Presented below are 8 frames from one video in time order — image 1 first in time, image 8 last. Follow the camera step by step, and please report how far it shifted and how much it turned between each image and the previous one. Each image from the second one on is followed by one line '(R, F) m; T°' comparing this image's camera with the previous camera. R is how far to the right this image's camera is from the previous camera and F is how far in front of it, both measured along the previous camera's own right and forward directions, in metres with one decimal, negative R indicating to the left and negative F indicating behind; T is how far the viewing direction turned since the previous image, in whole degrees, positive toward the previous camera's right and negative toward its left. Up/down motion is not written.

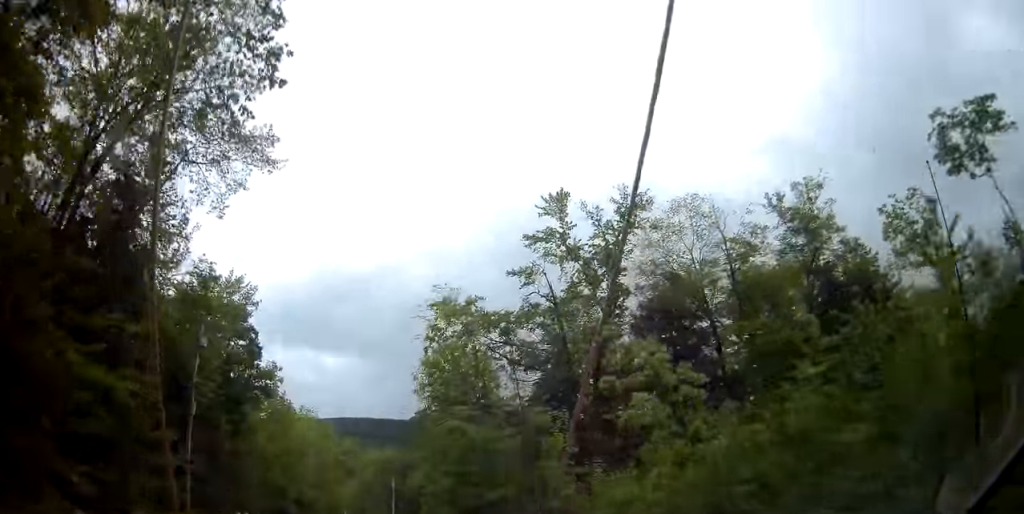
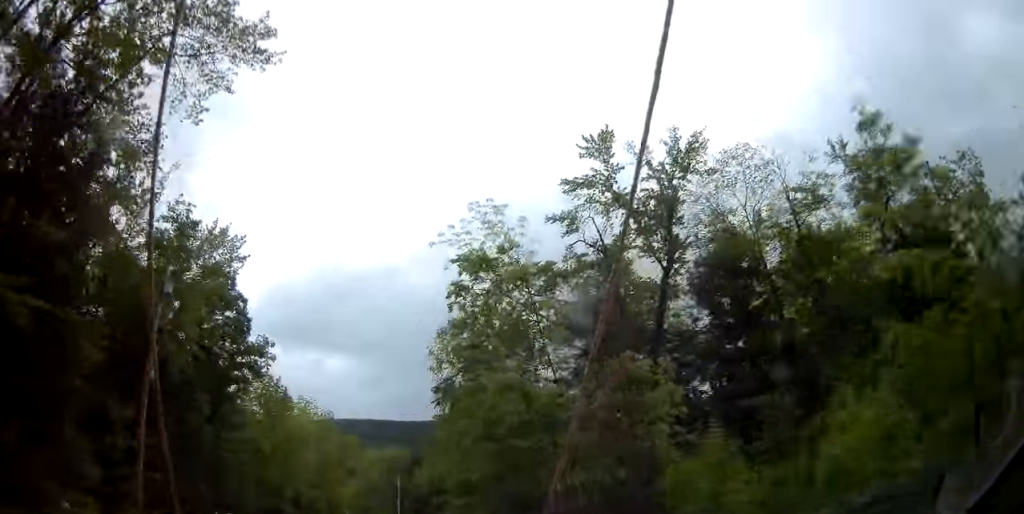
(+0.2, +6.5) m; +1°
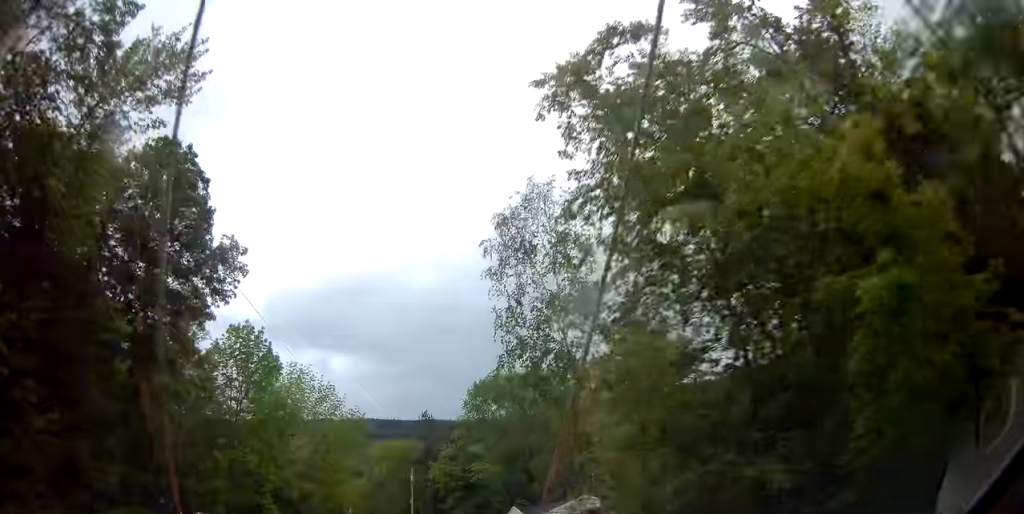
(+0.3, +14.0) m; 0°
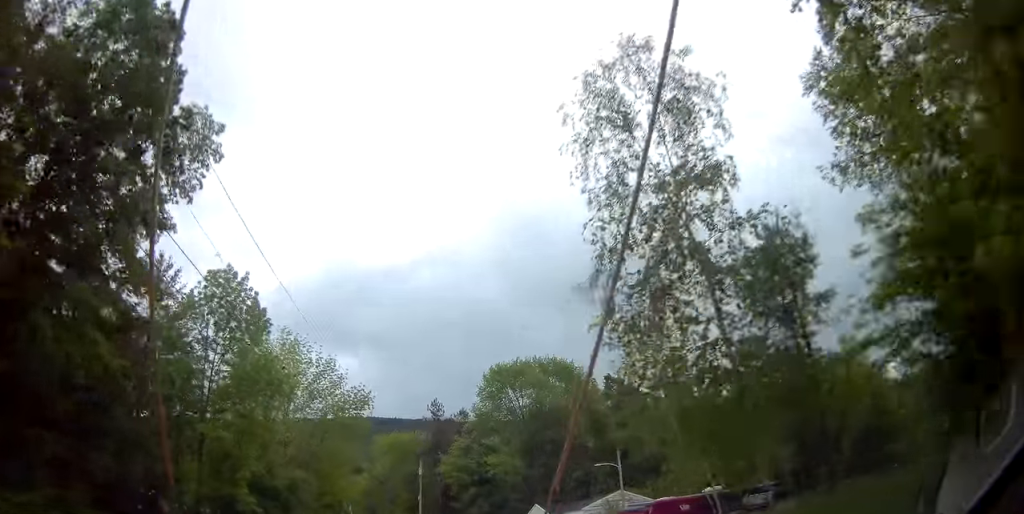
(+0.1, +8.8) m; -1°
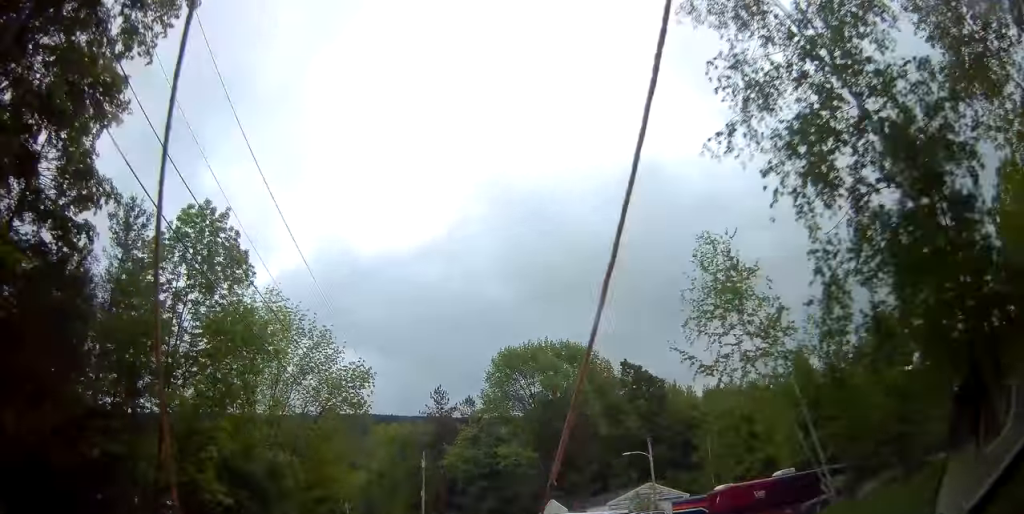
(-0.2, +6.4) m; 0°
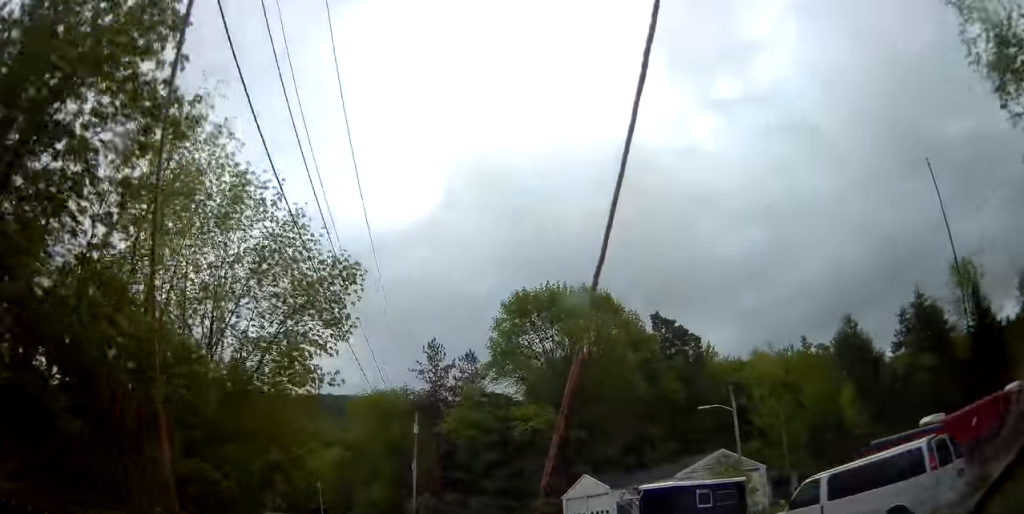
(0.0, +14.2) m; +2°
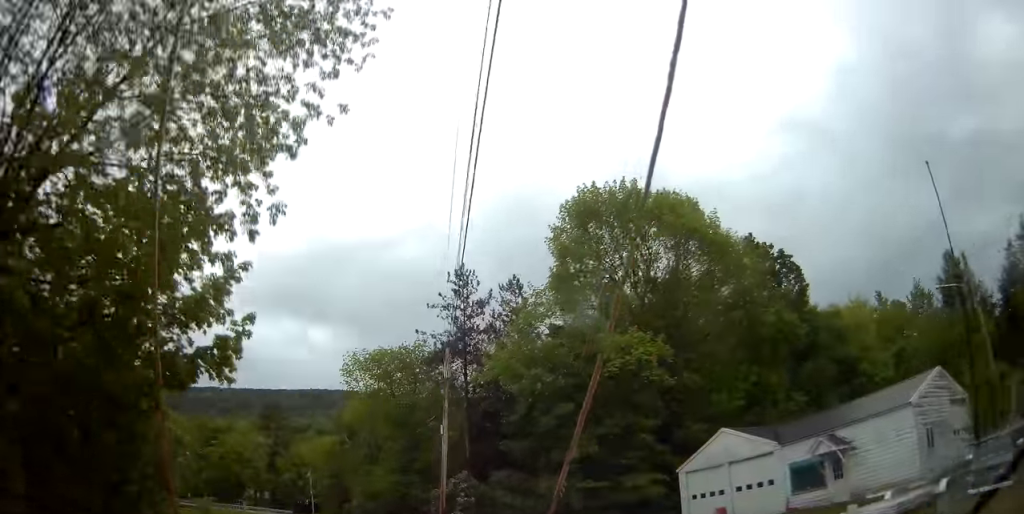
(+0.8, +18.6) m; +4°
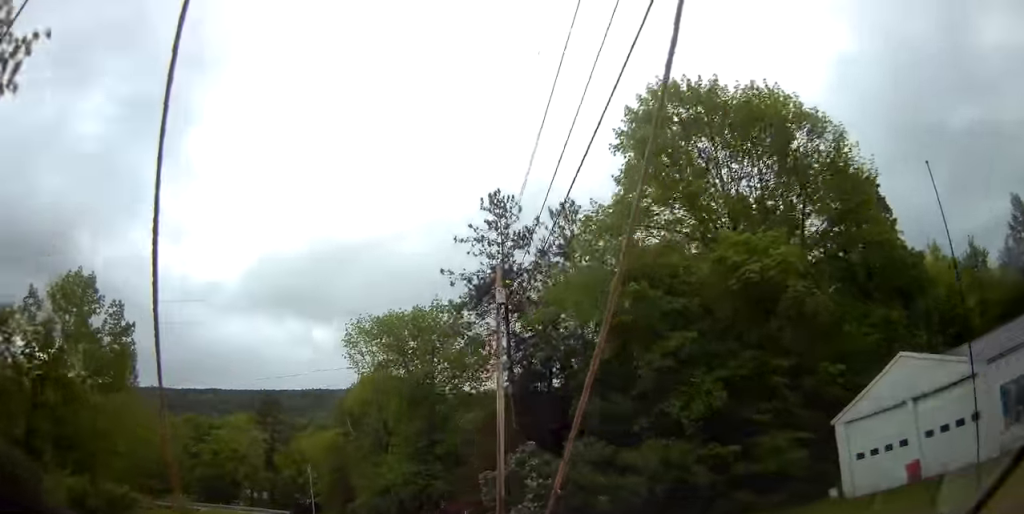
(+0.1, +11.5) m; -1°
